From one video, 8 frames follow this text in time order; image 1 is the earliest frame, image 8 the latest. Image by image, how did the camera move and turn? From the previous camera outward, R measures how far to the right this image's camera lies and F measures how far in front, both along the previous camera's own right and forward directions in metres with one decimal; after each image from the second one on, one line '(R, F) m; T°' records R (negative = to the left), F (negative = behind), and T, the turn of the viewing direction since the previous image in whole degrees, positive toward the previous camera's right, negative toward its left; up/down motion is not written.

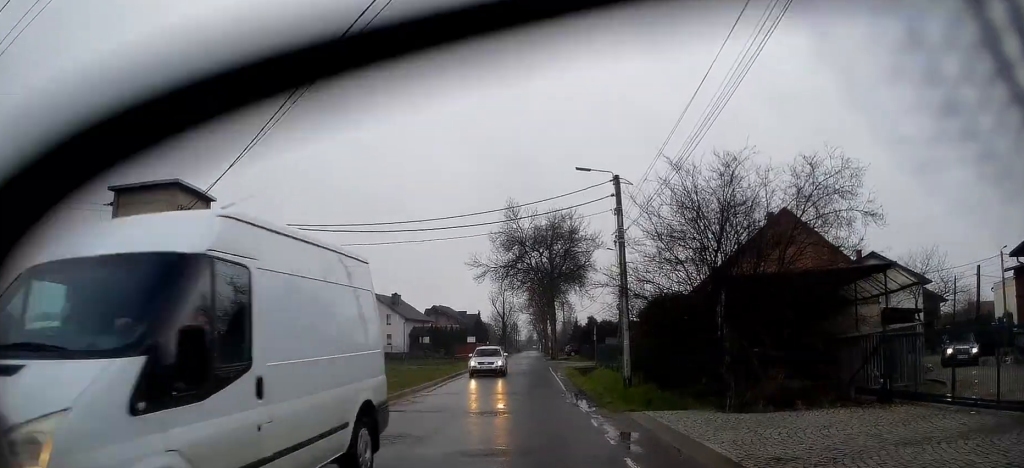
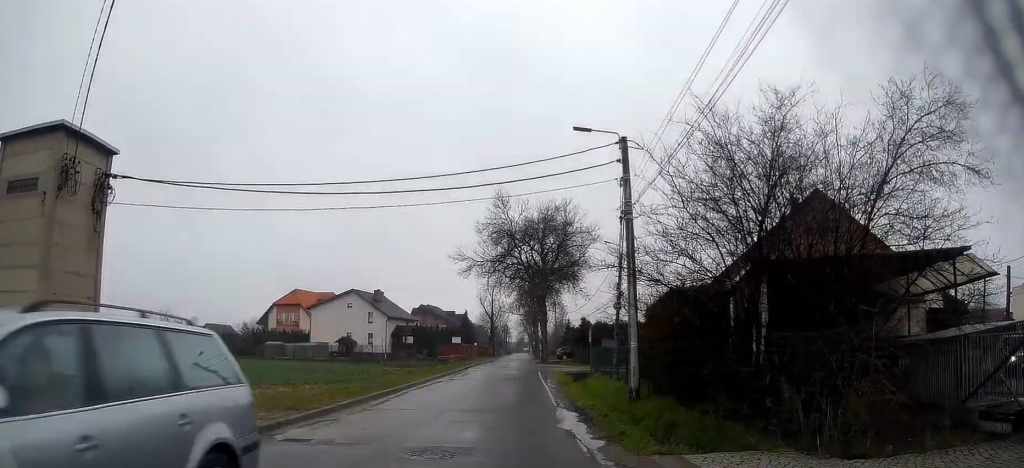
(+0.1, +5.2) m; +2°
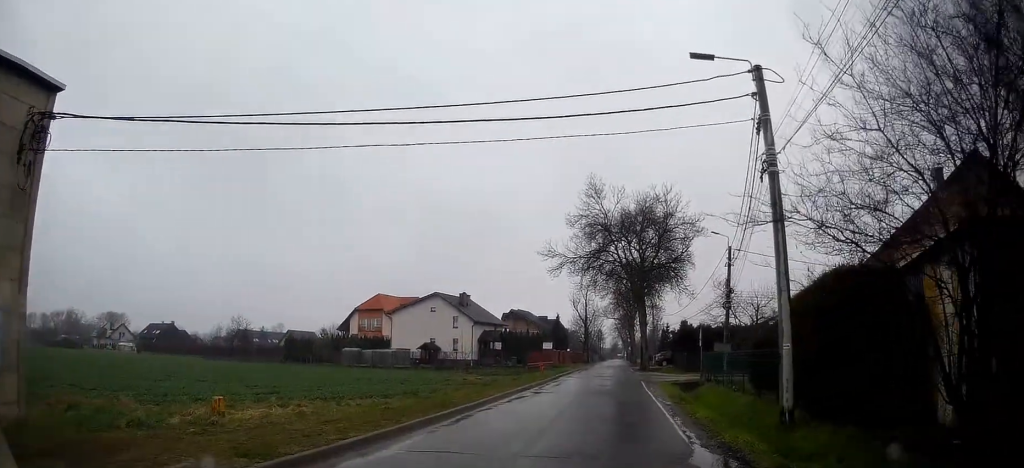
(-0.3, +5.1) m; -6°
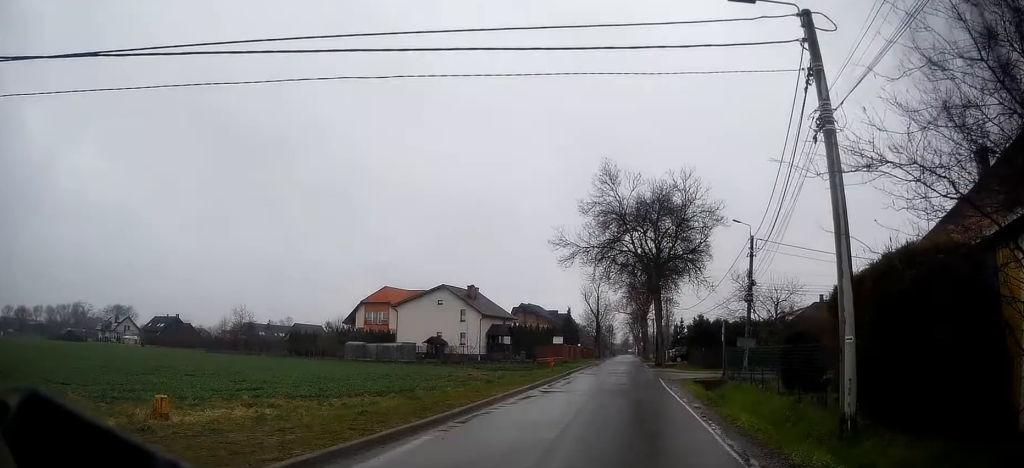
(-0.3, +2.2) m; -3°
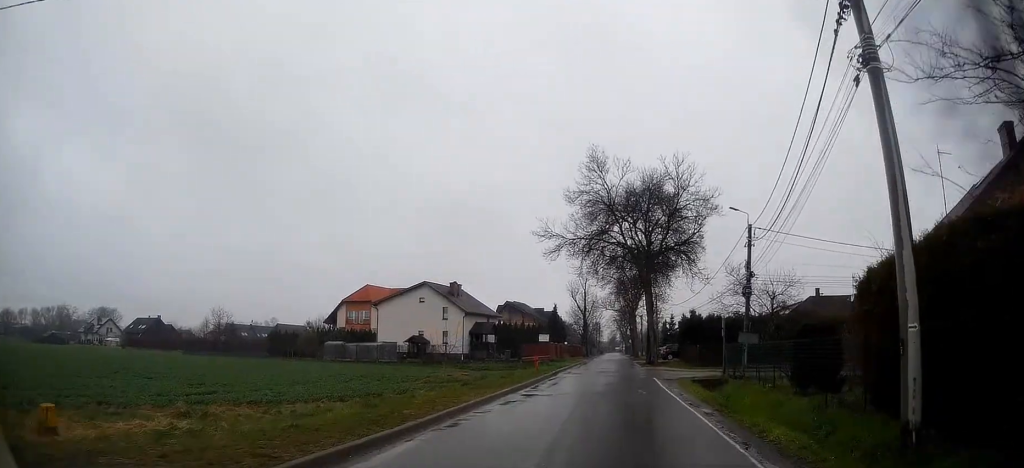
(-0.1, +2.1) m; -1°
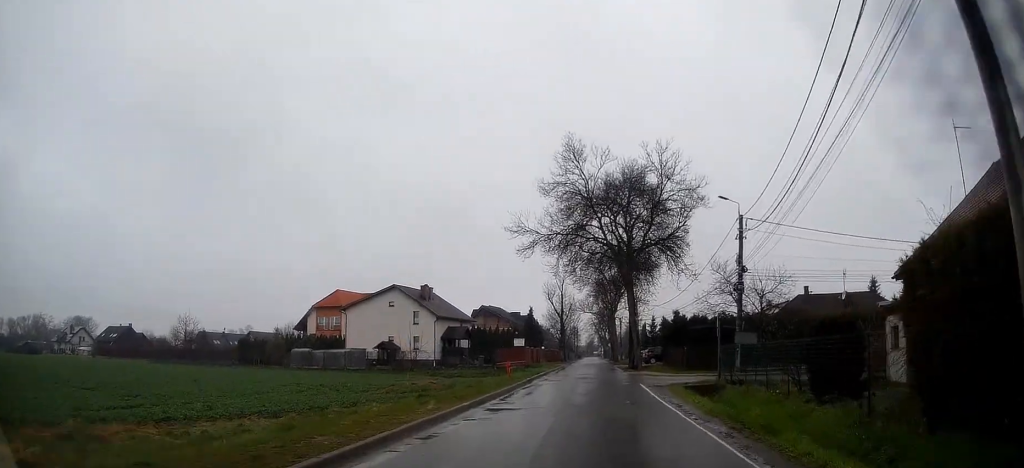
(0.0, +2.9) m; +4°
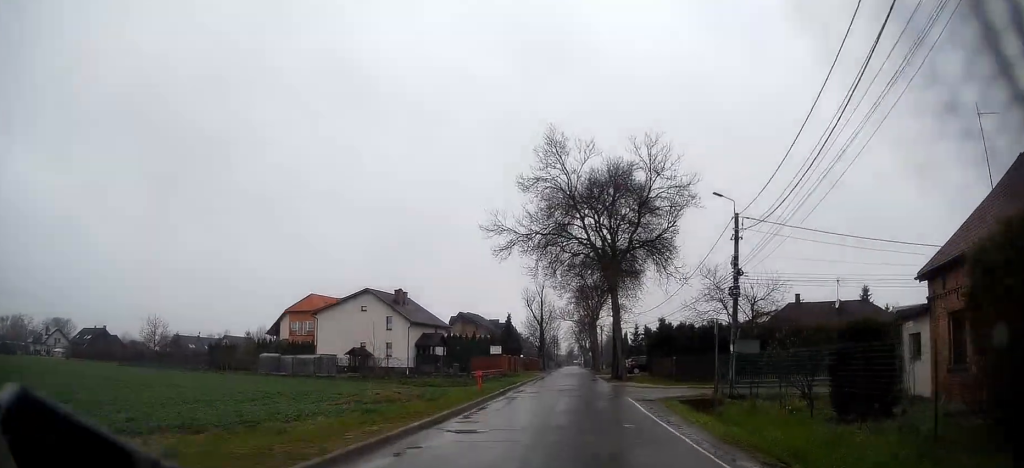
(-0.1, +2.4) m; +3°
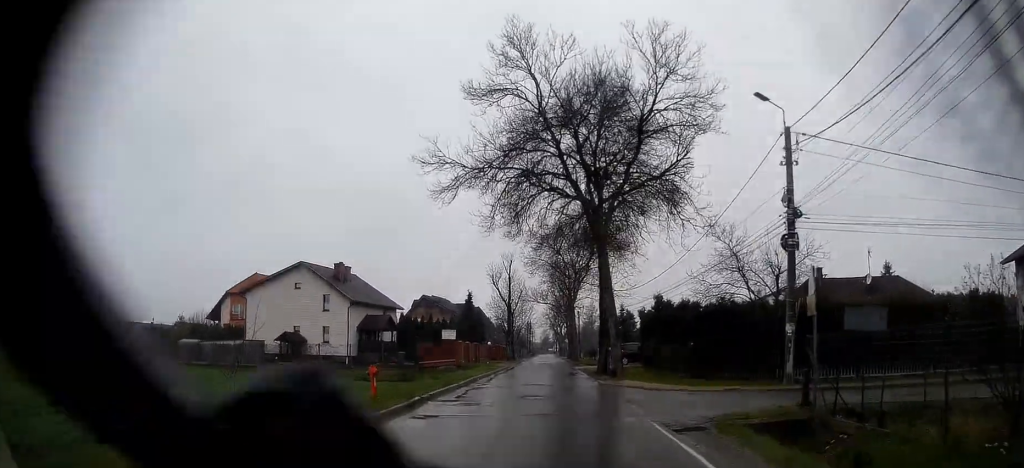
(+0.8, +10.2) m; +2°
